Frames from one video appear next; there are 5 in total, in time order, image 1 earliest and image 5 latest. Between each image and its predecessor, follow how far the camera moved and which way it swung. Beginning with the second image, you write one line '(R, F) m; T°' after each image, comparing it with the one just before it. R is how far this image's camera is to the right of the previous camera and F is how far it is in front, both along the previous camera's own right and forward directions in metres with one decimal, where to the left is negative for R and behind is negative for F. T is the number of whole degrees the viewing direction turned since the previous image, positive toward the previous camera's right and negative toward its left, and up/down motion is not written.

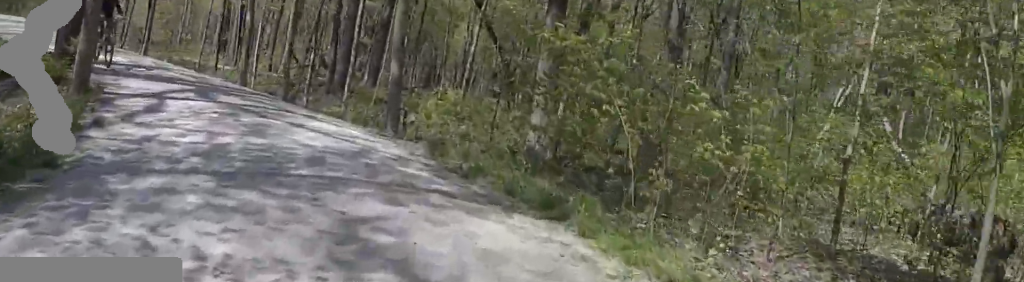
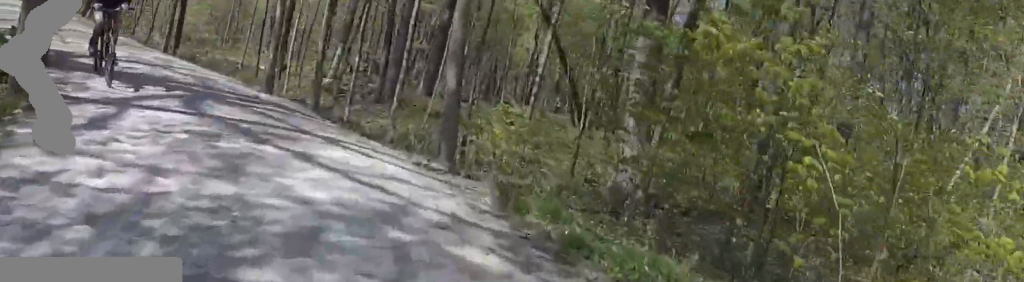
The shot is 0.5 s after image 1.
(-0.6, +2.5) m; -1°
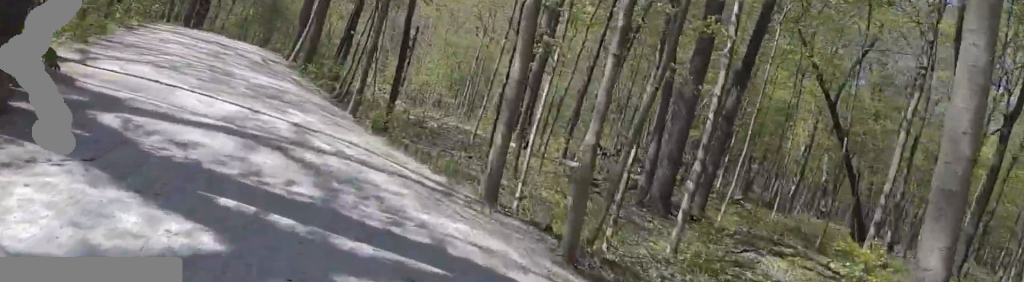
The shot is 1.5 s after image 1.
(+0.8, +5.5) m; +2°
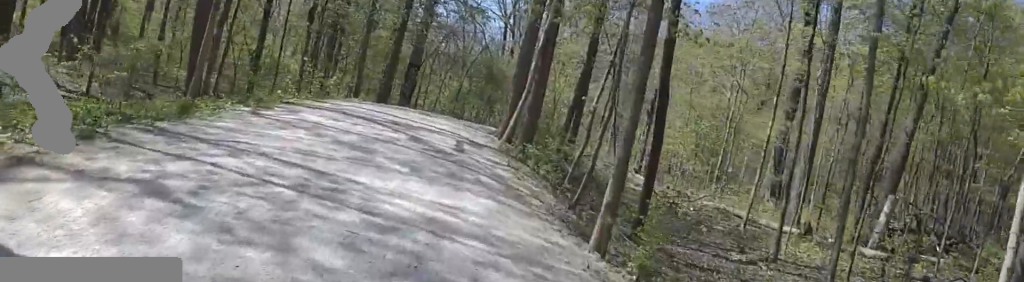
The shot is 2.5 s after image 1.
(-0.7, +5.5) m; -15°
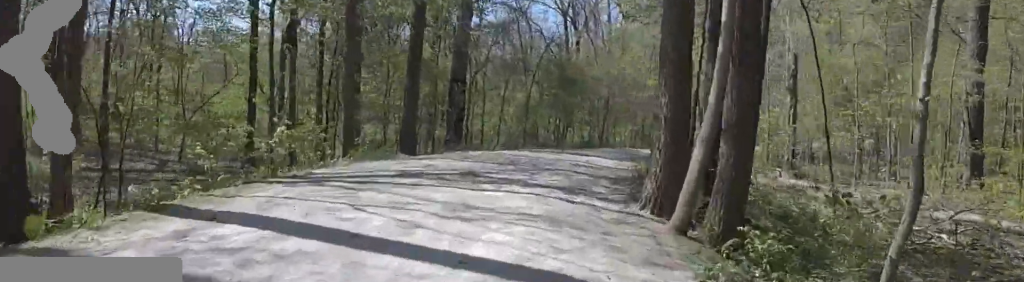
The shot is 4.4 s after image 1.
(-2.6, +8.7) m; -20°
